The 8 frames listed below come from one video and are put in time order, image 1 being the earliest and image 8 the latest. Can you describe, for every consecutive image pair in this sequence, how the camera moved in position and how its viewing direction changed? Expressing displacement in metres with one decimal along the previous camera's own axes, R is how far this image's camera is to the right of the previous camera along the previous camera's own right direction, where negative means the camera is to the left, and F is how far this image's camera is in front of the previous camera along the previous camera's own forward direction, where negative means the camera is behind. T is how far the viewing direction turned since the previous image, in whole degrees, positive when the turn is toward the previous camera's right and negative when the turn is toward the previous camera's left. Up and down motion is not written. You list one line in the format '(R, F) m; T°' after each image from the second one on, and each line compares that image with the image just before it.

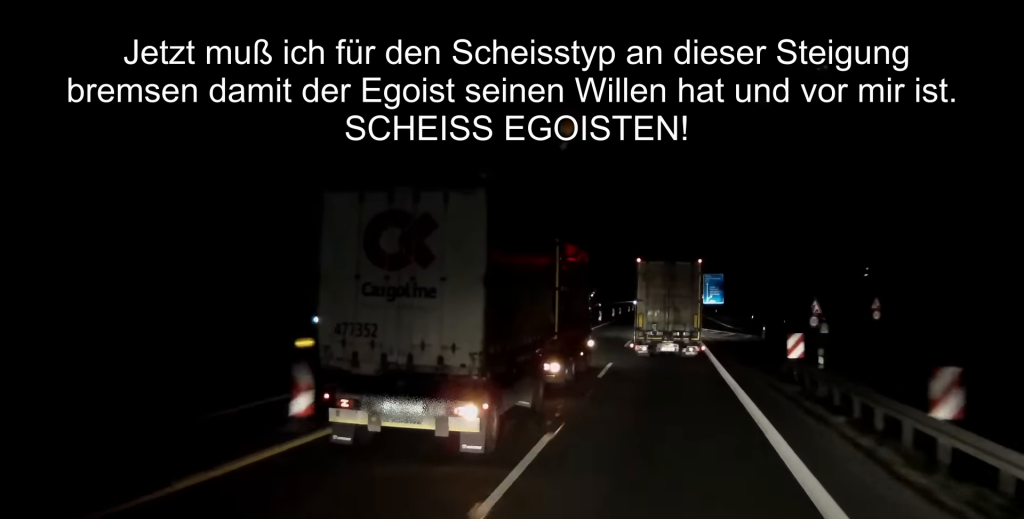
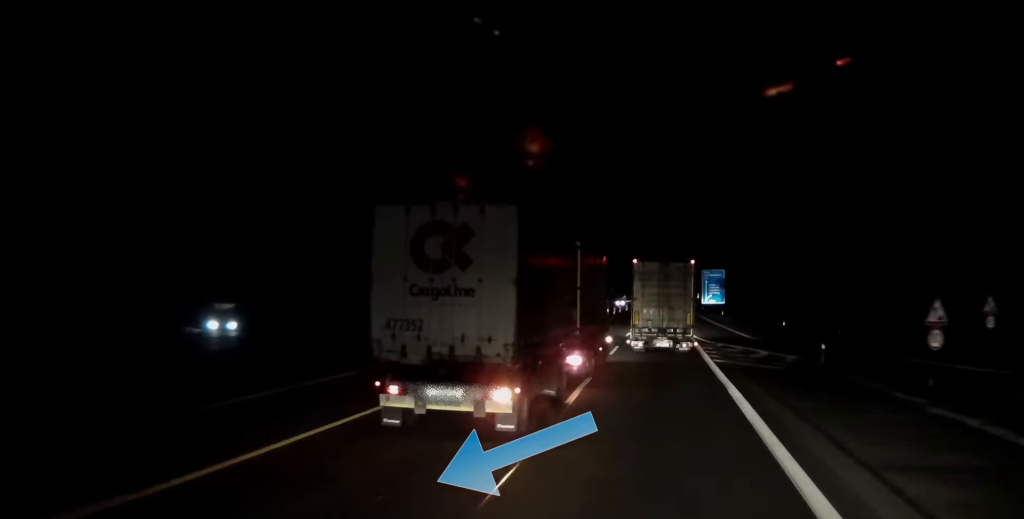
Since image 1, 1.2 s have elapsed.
(+0.1, +24.9) m; 0°
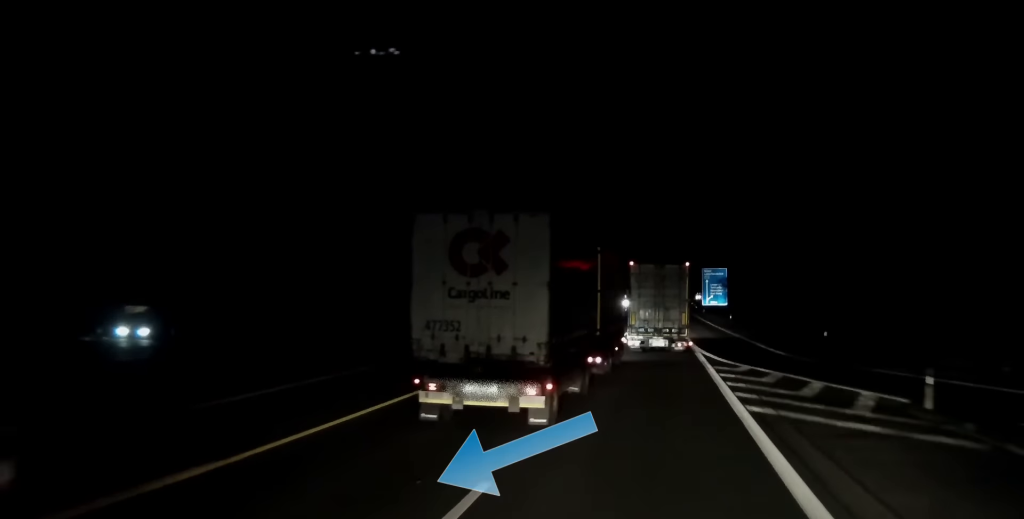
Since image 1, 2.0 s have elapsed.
(-0.1, +15.4) m; 0°
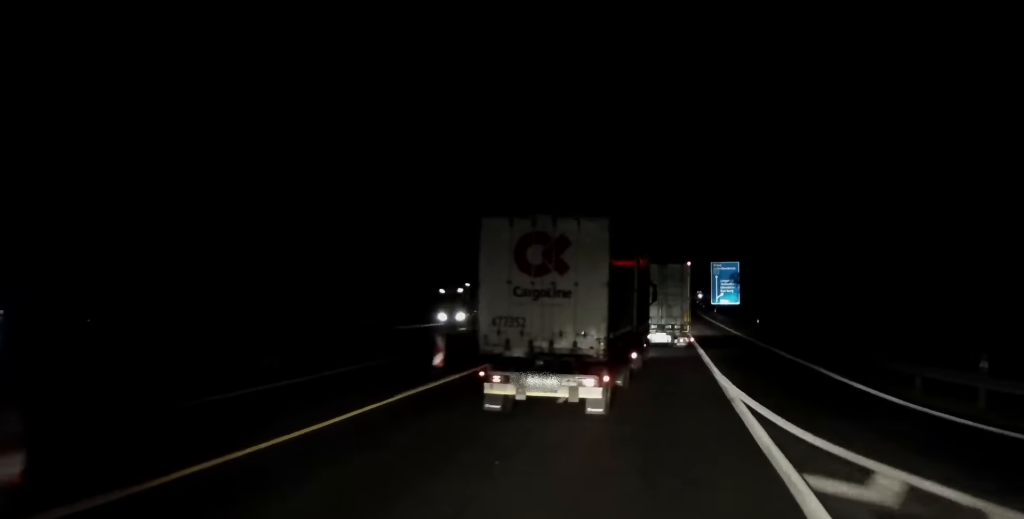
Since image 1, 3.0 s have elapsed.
(+0.1, +20.7) m; 0°
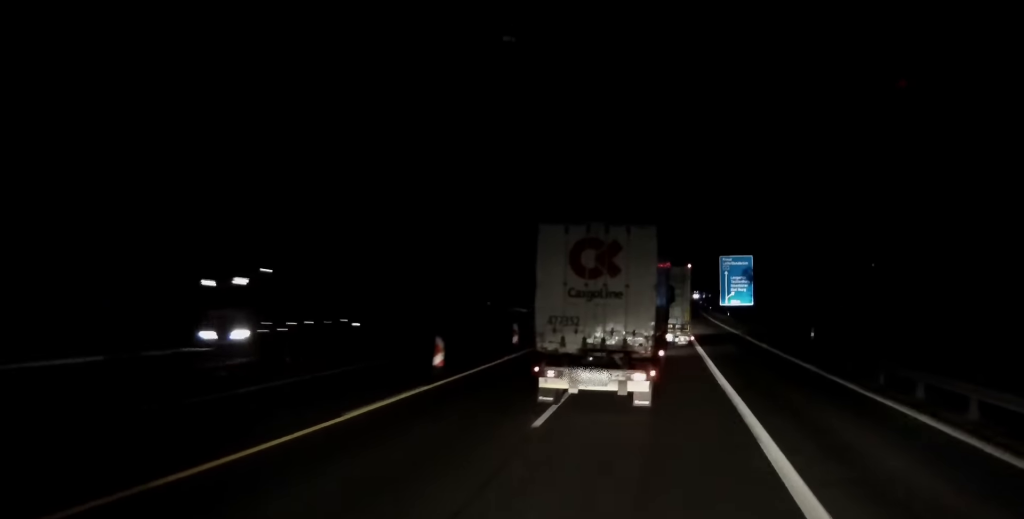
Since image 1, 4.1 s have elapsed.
(-0.1, +21.9) m; 0°
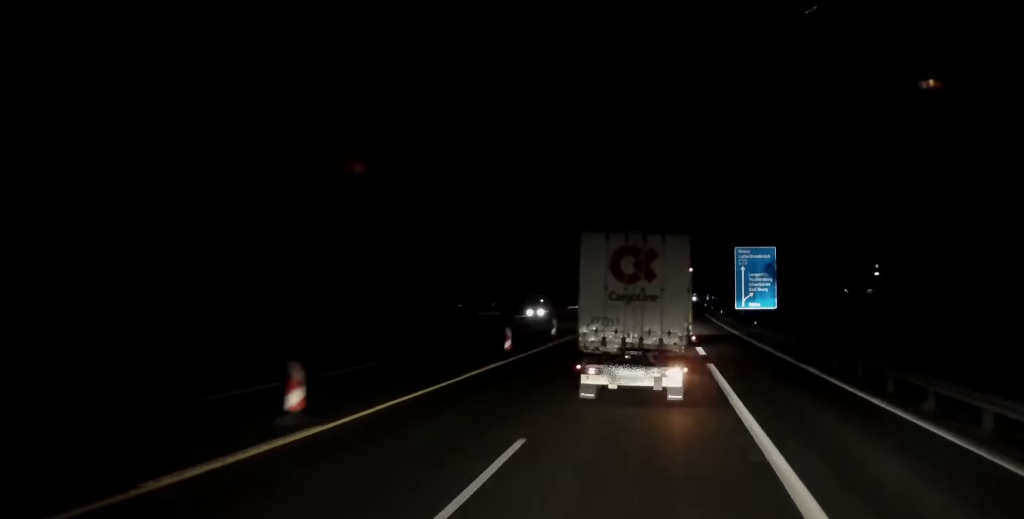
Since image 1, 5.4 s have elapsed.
(+0.1, +25.6) m; 0°
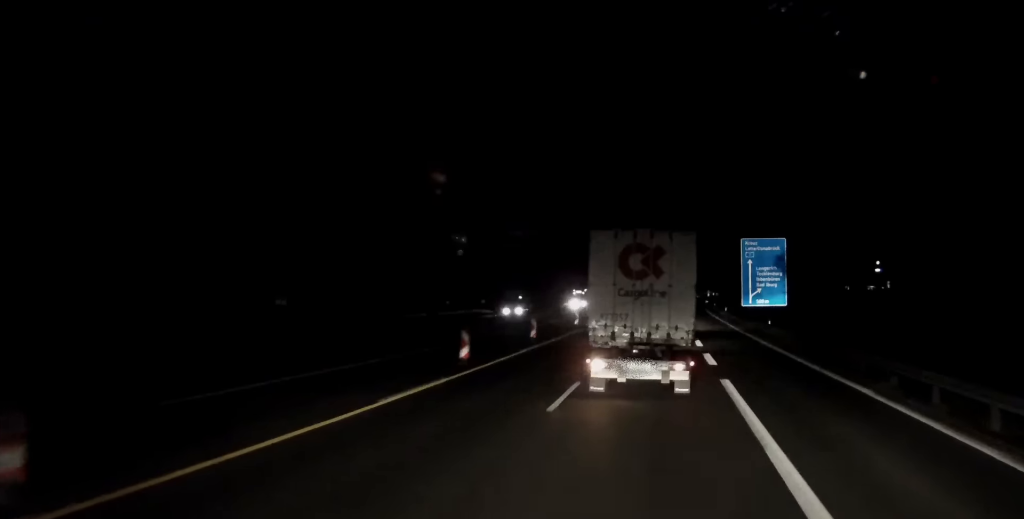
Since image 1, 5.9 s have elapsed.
(0.0, +8.5) m; 0°
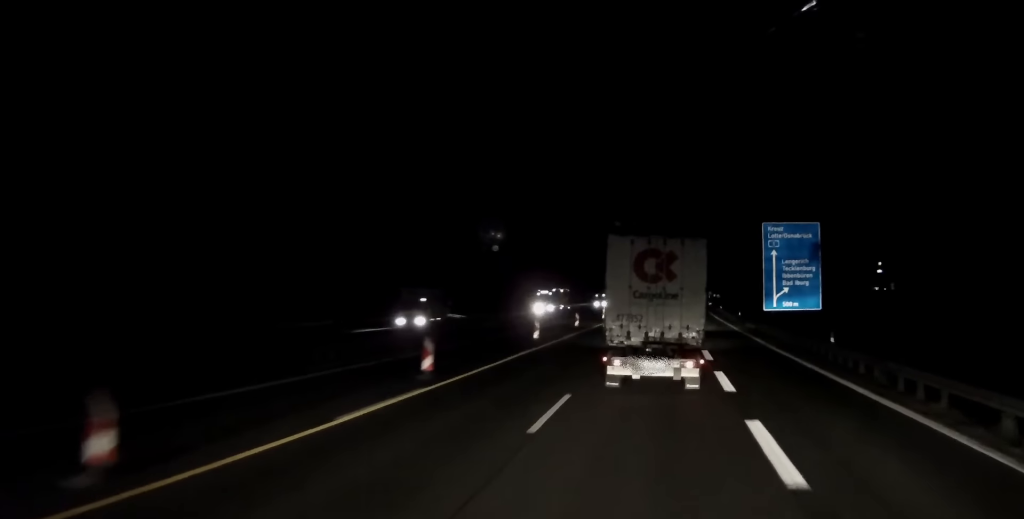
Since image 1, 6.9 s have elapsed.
(0.0, +20.8) m; 0°
